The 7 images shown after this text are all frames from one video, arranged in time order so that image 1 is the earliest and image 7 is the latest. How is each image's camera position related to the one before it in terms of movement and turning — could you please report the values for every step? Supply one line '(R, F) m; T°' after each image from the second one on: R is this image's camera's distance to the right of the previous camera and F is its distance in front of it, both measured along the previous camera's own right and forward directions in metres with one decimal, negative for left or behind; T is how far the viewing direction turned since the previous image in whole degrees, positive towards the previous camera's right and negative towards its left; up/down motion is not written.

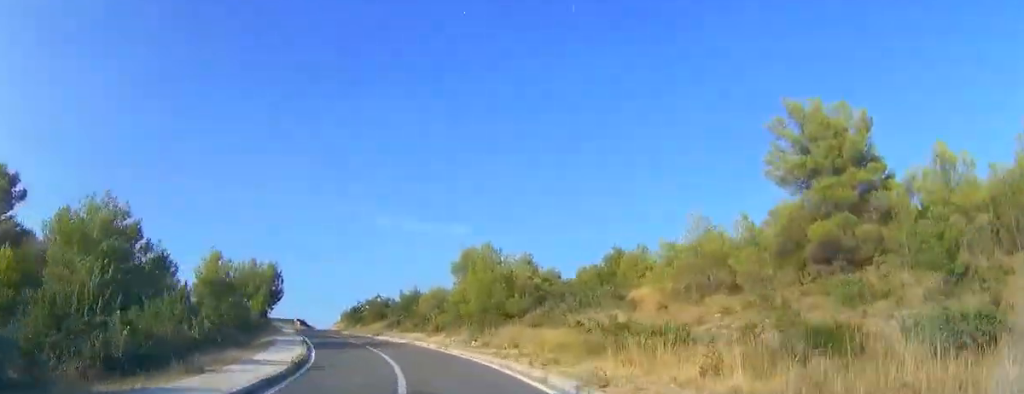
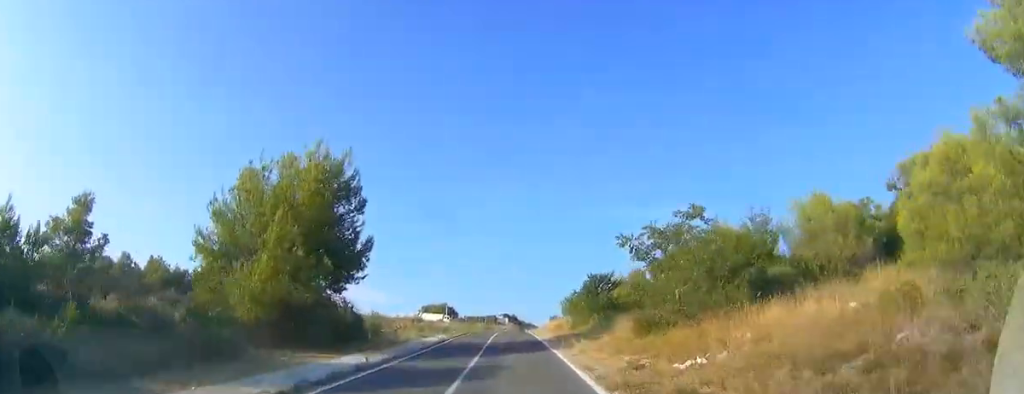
(-15.0, +46.1) m; -25°
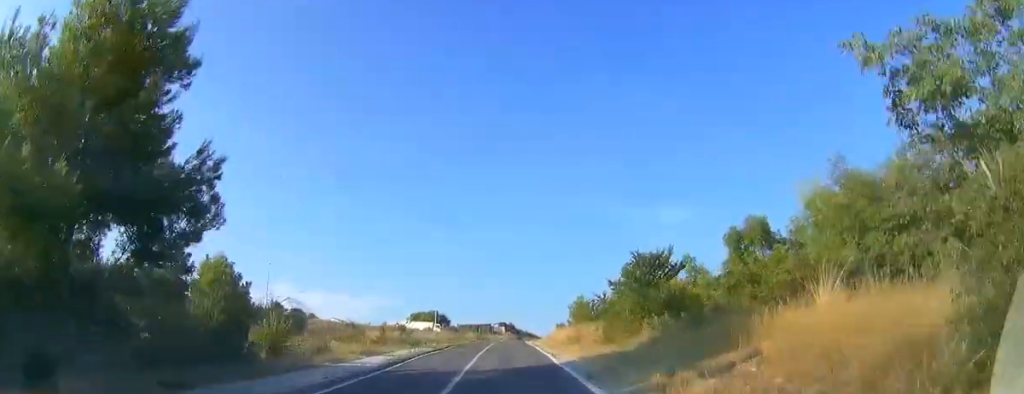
(-0.3, +12.8) m; -1°
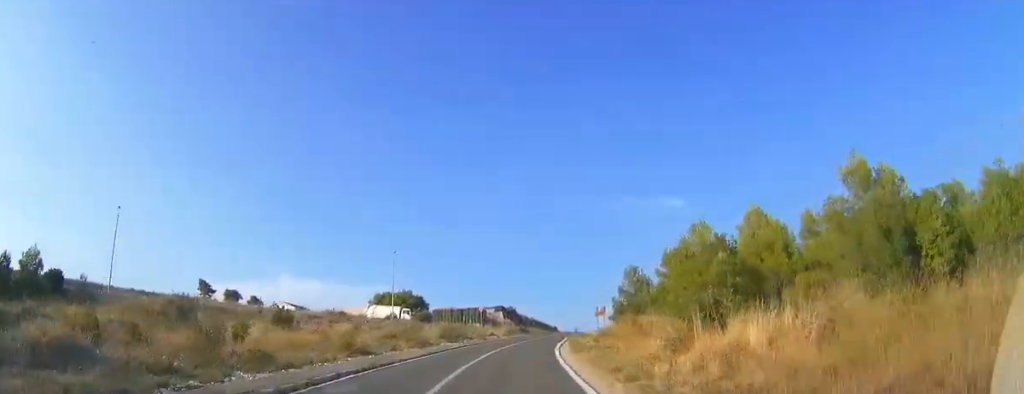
(-0.9, +39.7) m; 0°
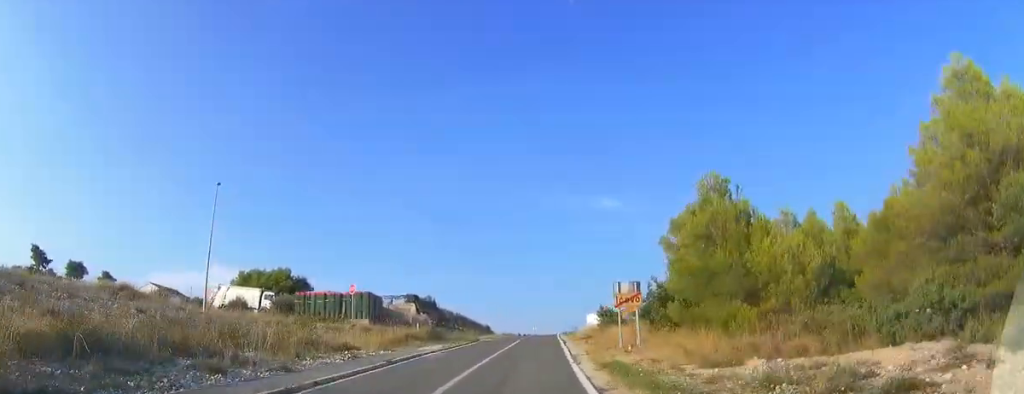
(+1.4, +31.8) m; +6°
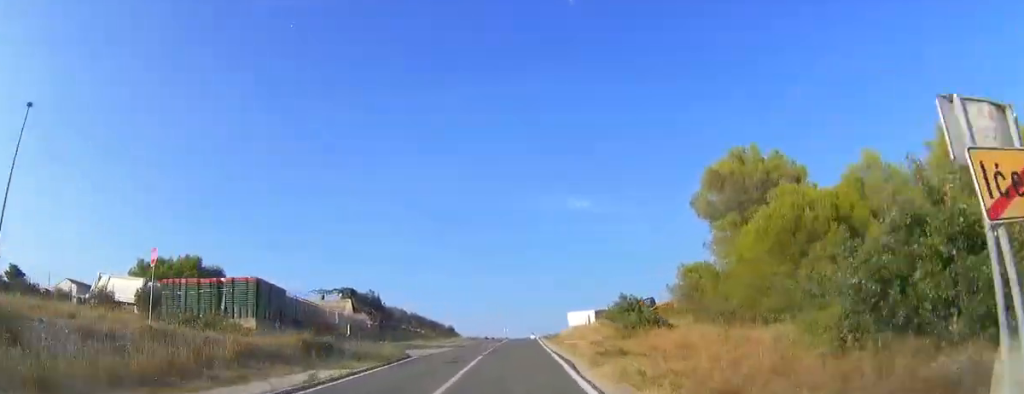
(+0.6, +16.8) m; +2°
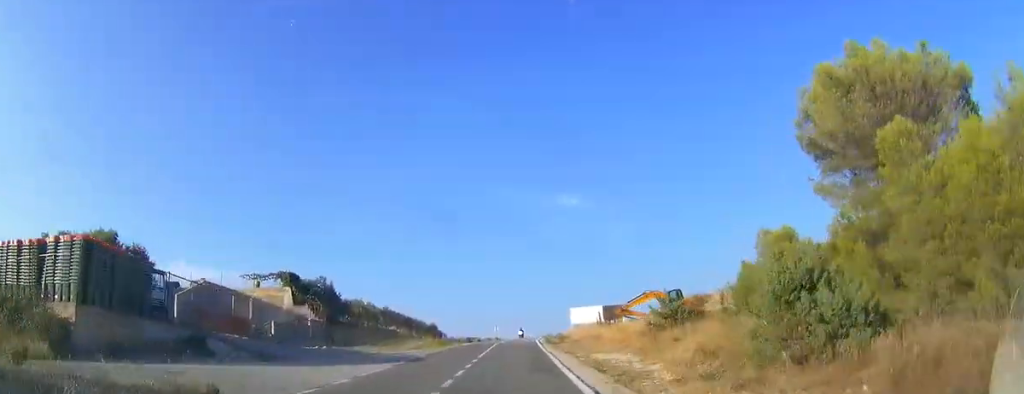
(+0.3, +14.1) m; +1°
